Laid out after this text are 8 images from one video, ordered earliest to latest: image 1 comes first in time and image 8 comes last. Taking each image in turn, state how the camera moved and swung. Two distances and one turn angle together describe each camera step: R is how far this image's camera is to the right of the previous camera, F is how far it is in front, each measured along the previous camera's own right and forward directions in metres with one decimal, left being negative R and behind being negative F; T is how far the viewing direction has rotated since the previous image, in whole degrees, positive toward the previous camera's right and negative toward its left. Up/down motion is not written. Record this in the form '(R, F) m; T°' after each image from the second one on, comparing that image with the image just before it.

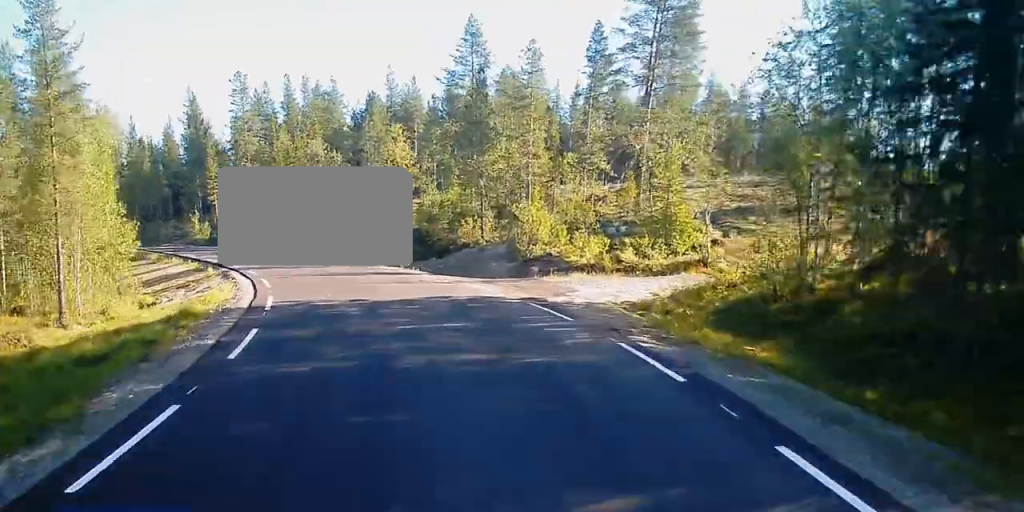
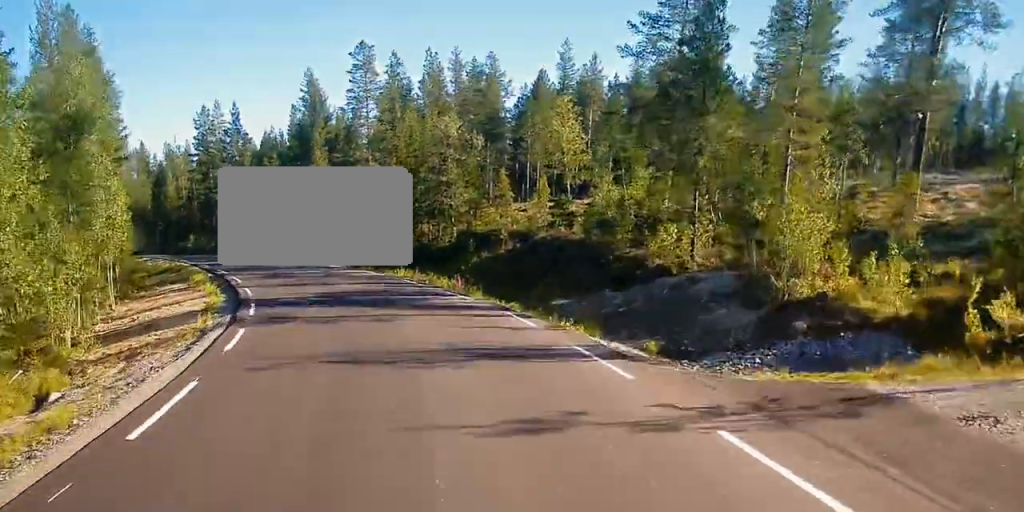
(-1.5, +16.6) m; -12°
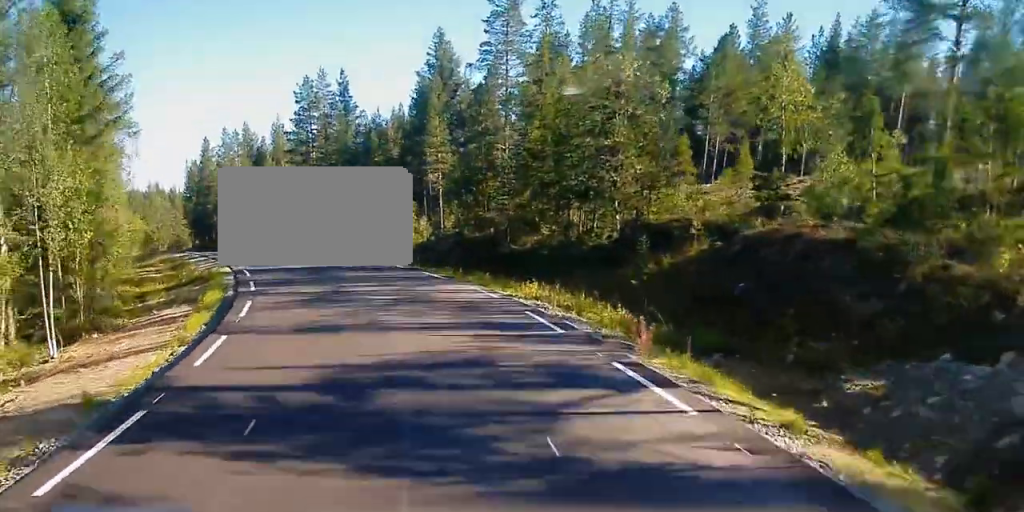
(-1.3, +14.1) m; -8°
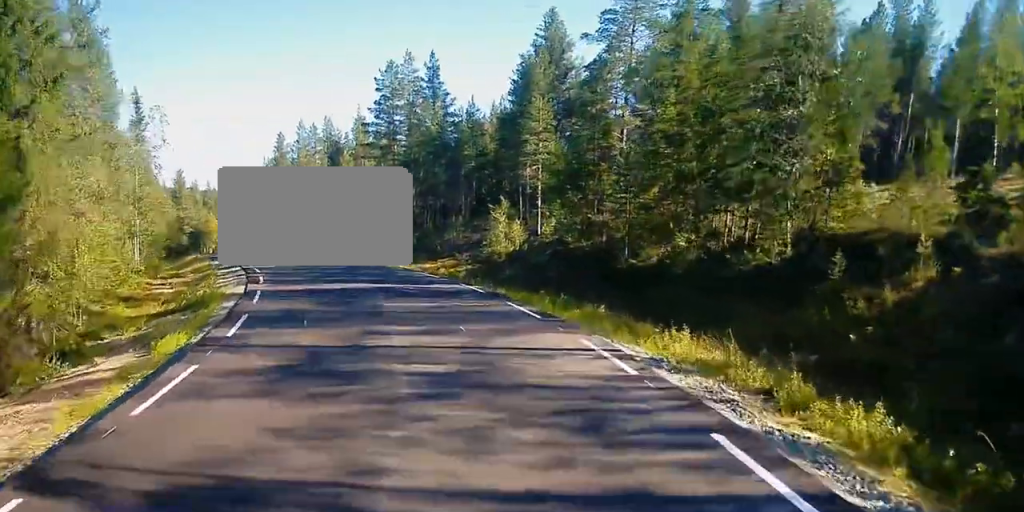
(-0.1, +9.3) m; -6°
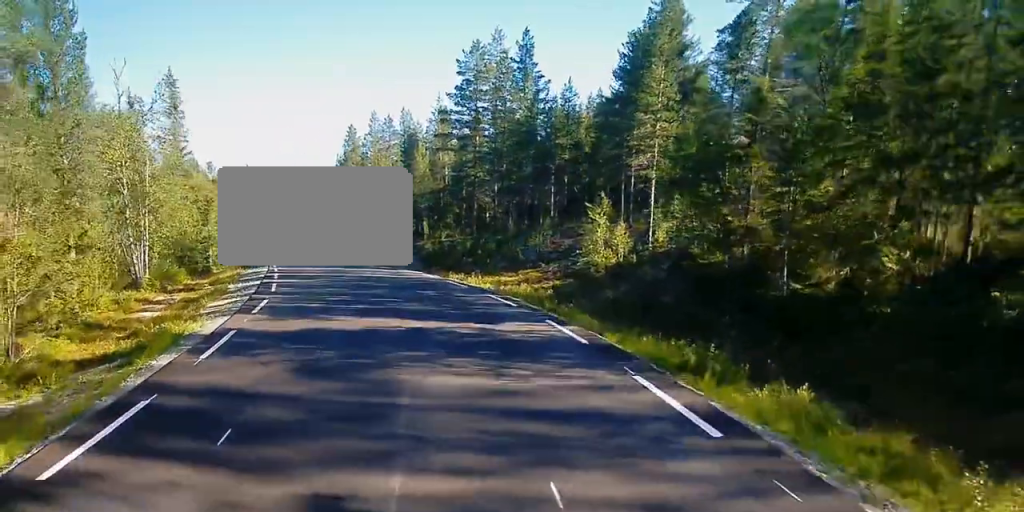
(-0.4, +8.7) m; -8°
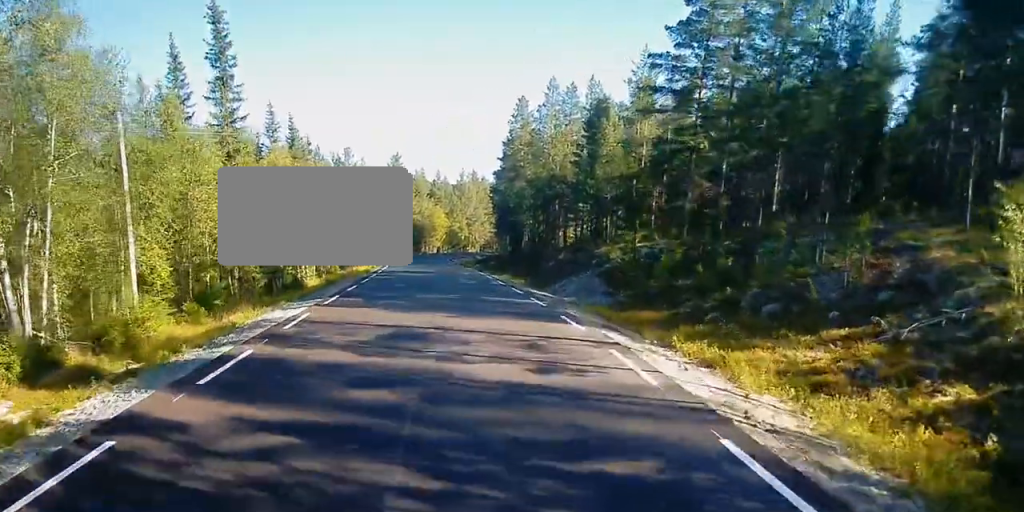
(-2.3, +20.3) m; -10°
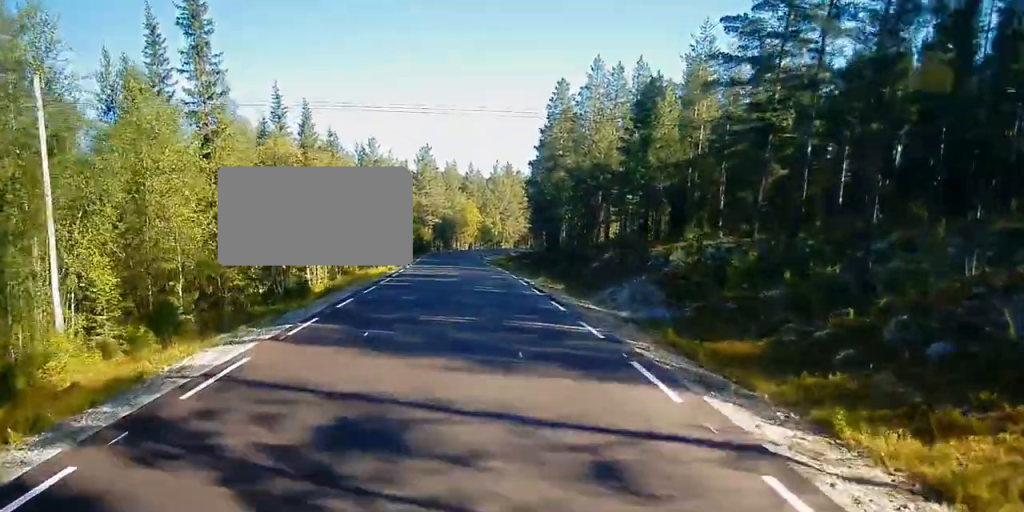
(-0.2, +7.0) m; -2°
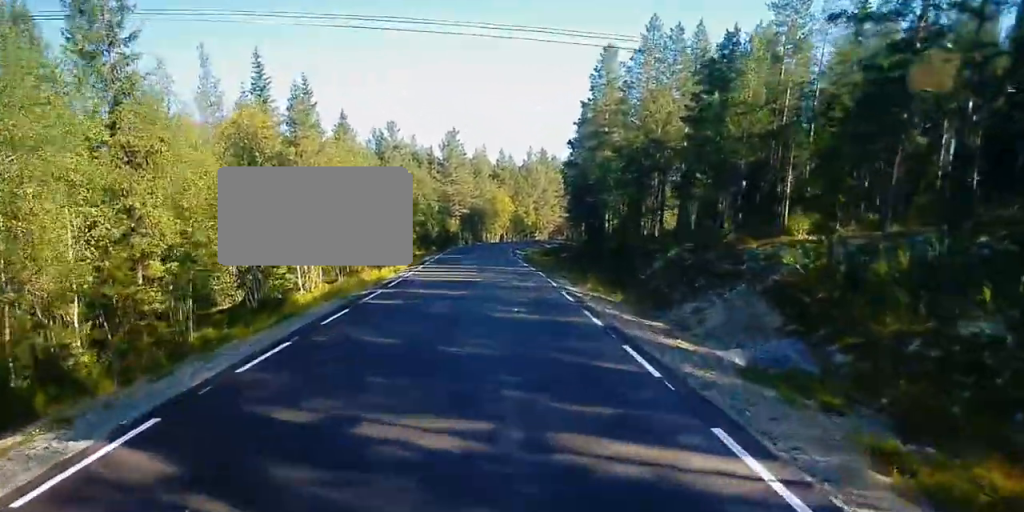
(-0.3, +10.3) m; -3°
